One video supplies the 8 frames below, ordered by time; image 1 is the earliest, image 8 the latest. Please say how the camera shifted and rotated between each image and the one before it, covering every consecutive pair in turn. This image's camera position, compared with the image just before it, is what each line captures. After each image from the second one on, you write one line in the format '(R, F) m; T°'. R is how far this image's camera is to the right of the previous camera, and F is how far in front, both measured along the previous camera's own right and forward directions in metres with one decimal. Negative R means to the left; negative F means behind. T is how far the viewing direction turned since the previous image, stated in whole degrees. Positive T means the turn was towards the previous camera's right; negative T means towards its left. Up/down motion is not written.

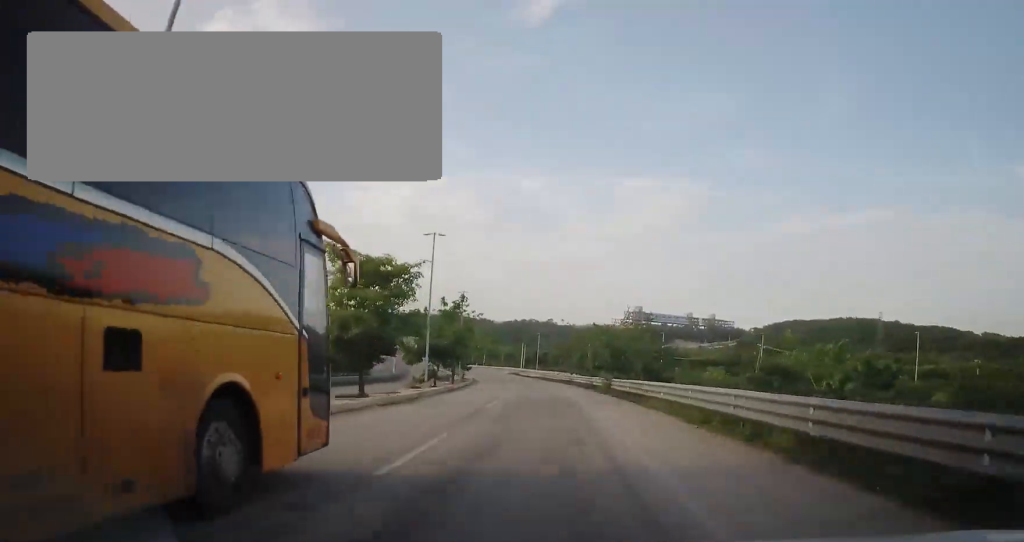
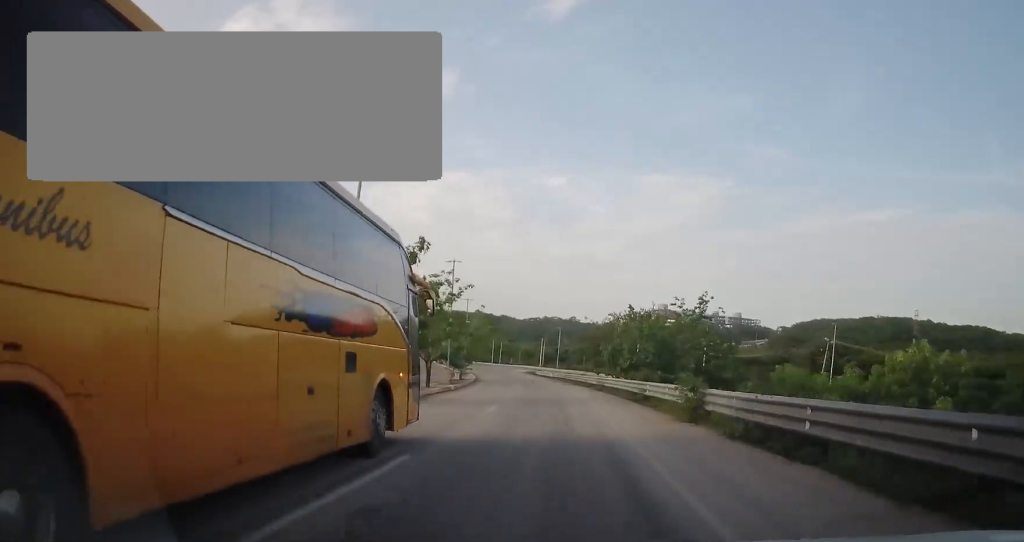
(-0.1, +18.7) m; -1°
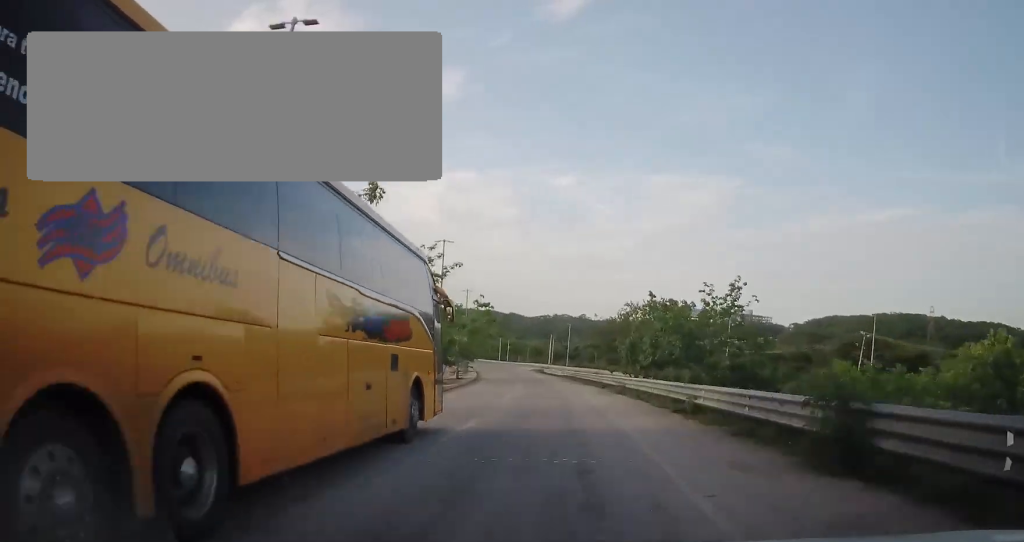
(0.0, +7.9) m; 0°
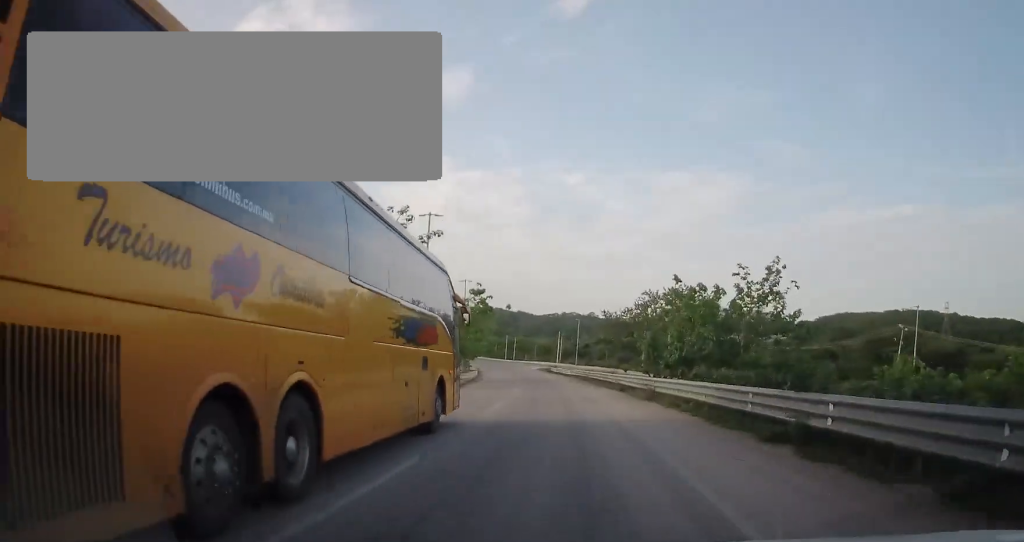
(-0.1, +7.4) m; -1°
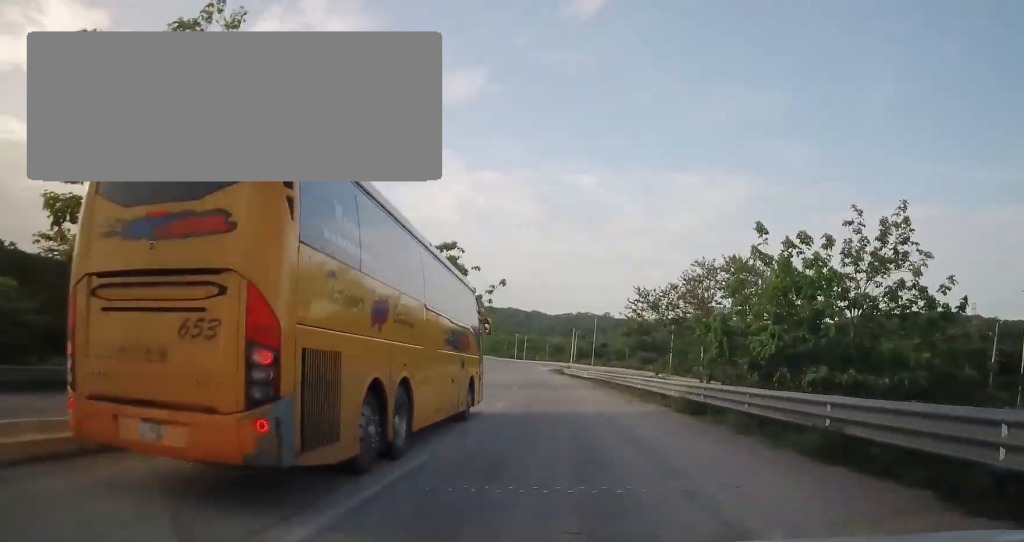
(-0.2, +15.1) m; -2°
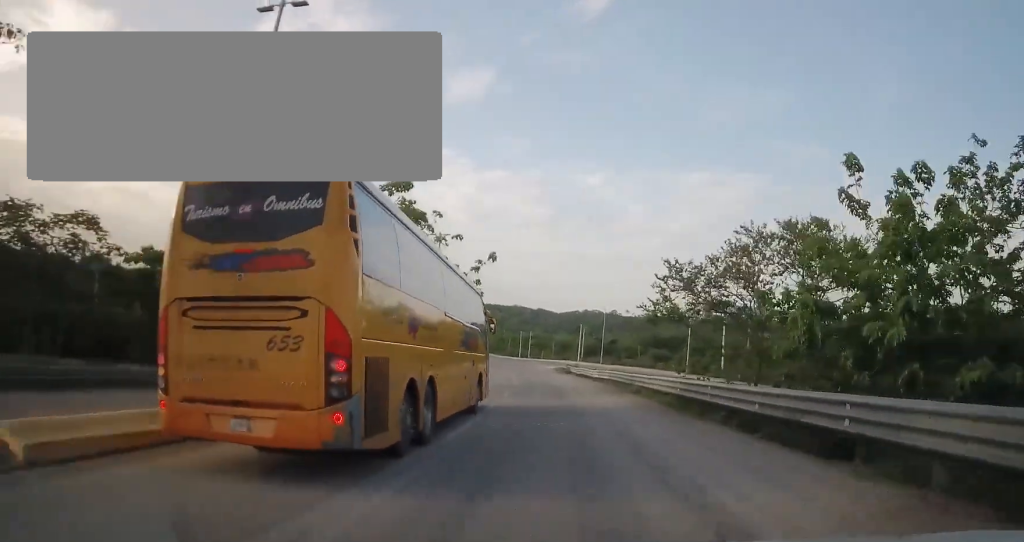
(+0.1, +8.3) m; -2°
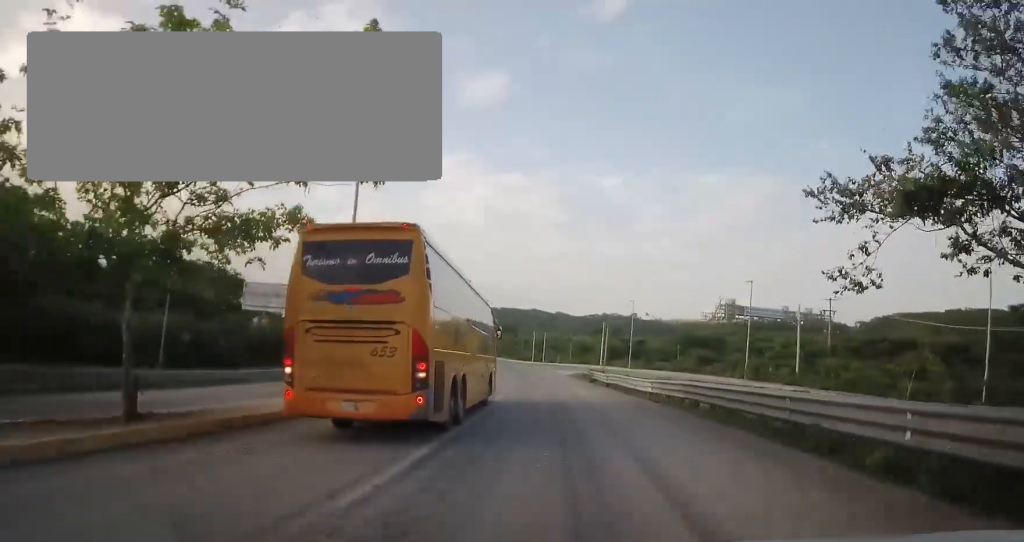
(-0.8, +20.3) m; -2°
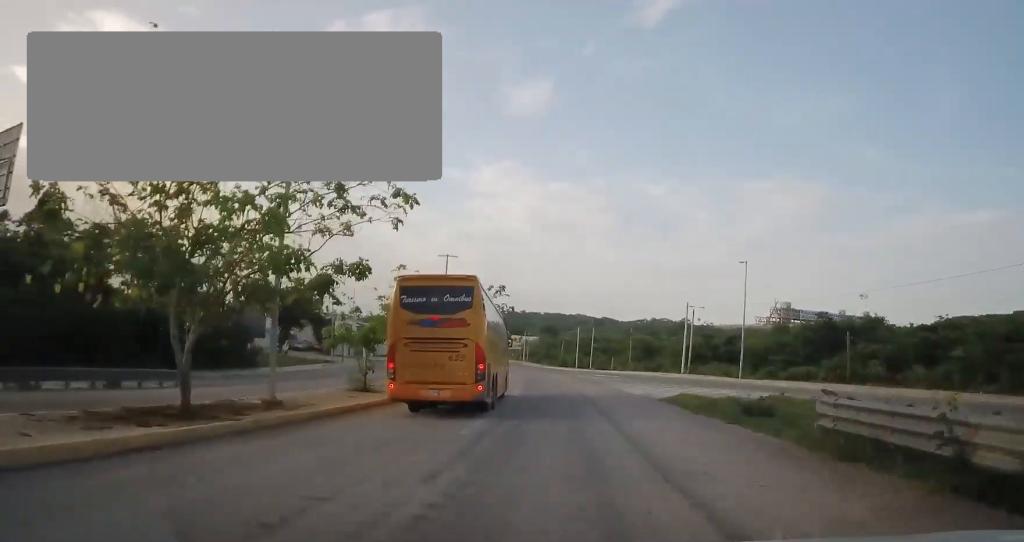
(-2.5, +38.6) m; -8°
